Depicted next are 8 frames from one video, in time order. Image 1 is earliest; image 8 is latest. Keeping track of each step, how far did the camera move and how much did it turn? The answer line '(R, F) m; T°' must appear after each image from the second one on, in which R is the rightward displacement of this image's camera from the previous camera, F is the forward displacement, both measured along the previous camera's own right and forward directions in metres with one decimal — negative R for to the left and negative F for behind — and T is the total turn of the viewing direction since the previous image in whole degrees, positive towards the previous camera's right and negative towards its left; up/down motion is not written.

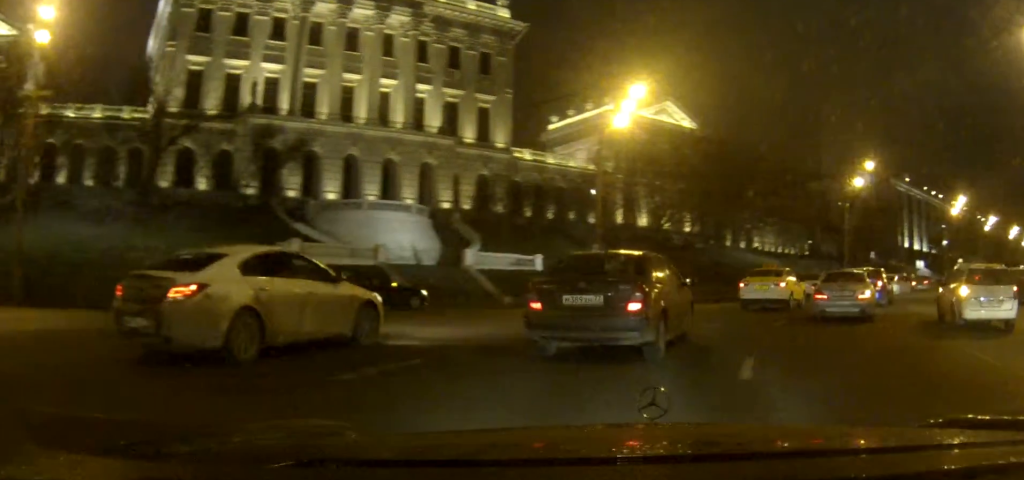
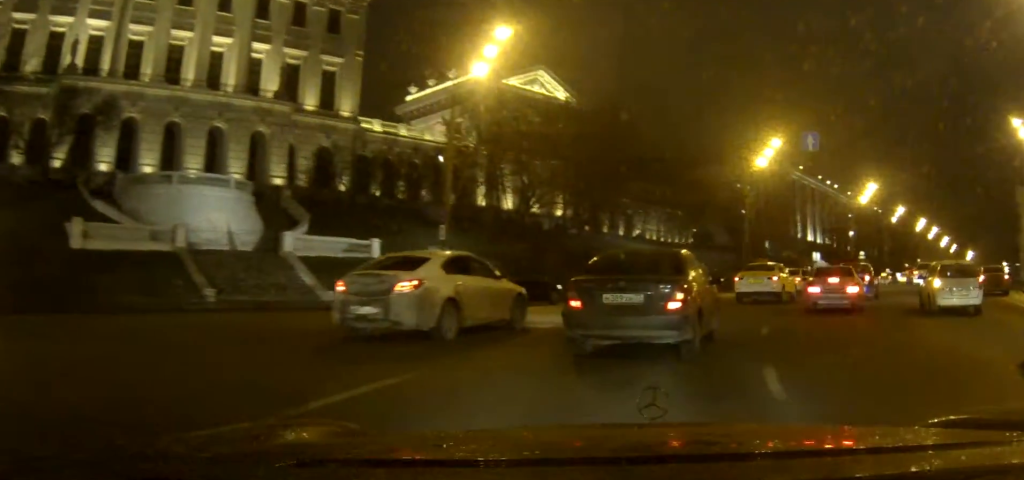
(+1.1, +9.4) m; +11°
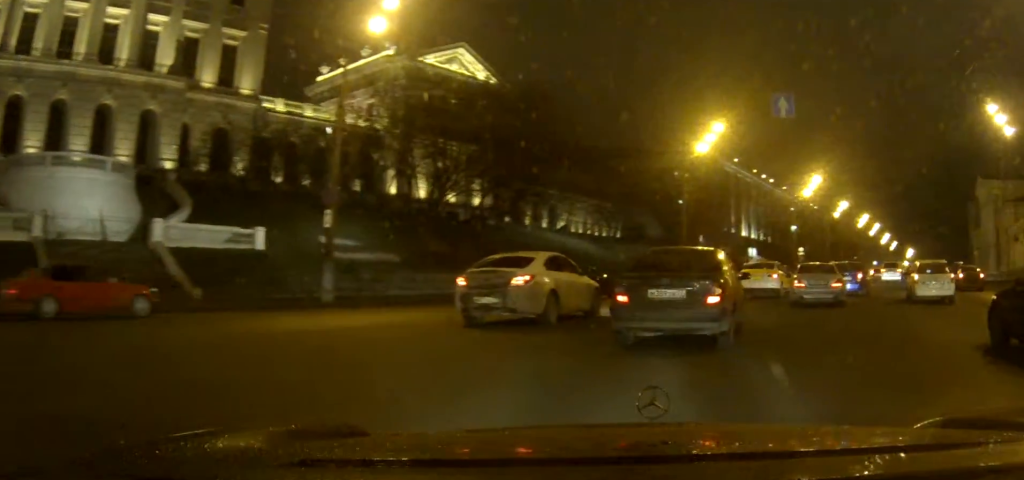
(+0.3, +5.9) m; +6°
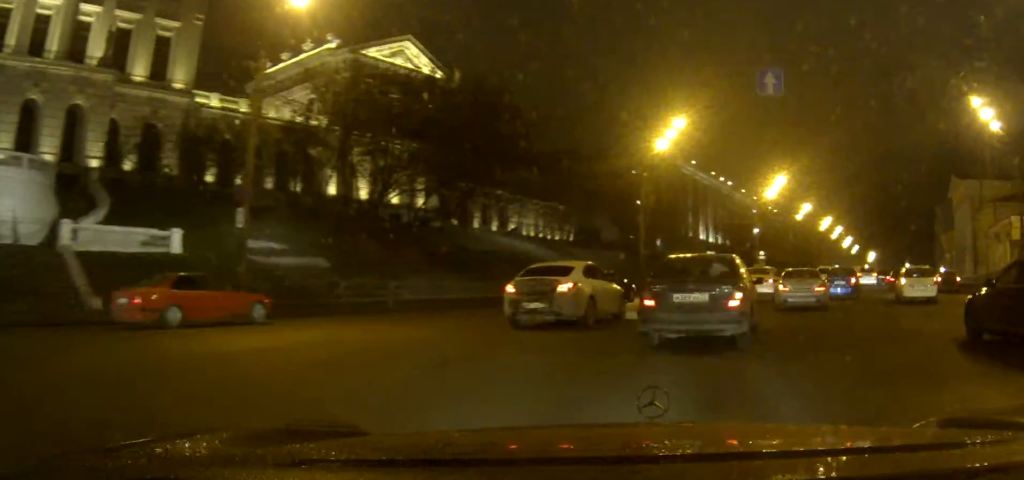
(+0.1, +3.7) m; +4°
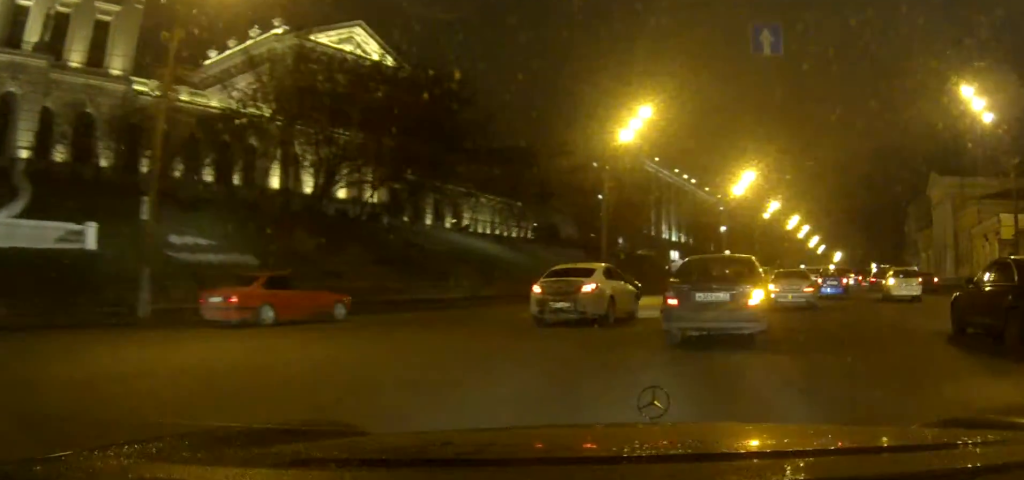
(+0.1, +3.5) m; +3°
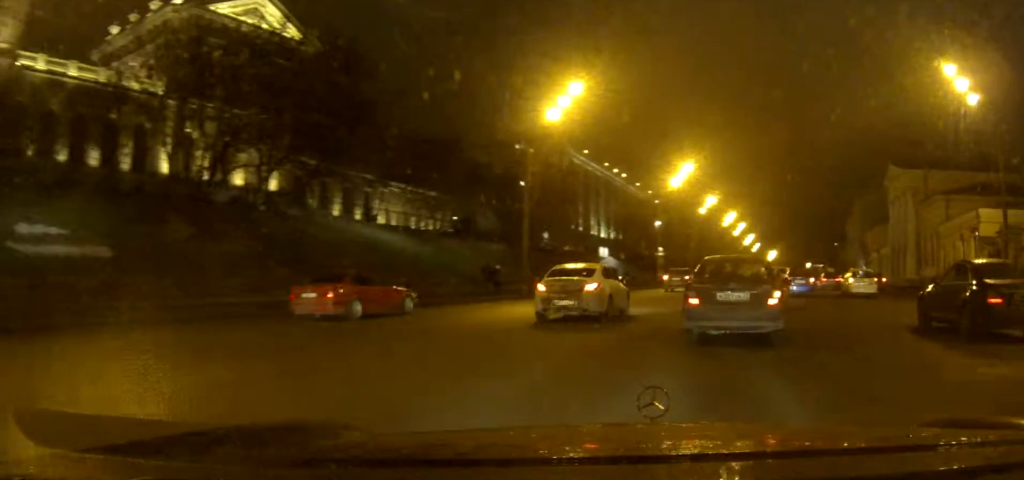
(+0.2, +5.9) m; +5°
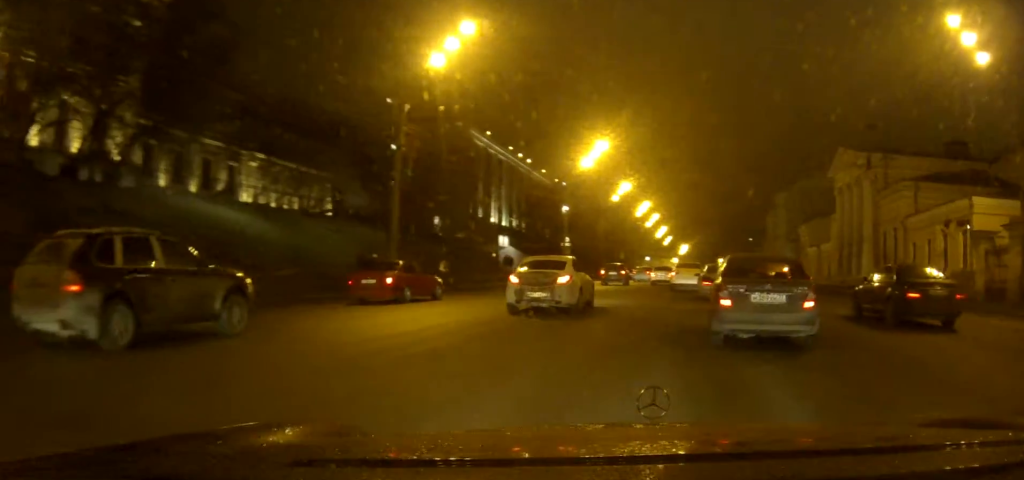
(+0.6, +9.9) m; +6°
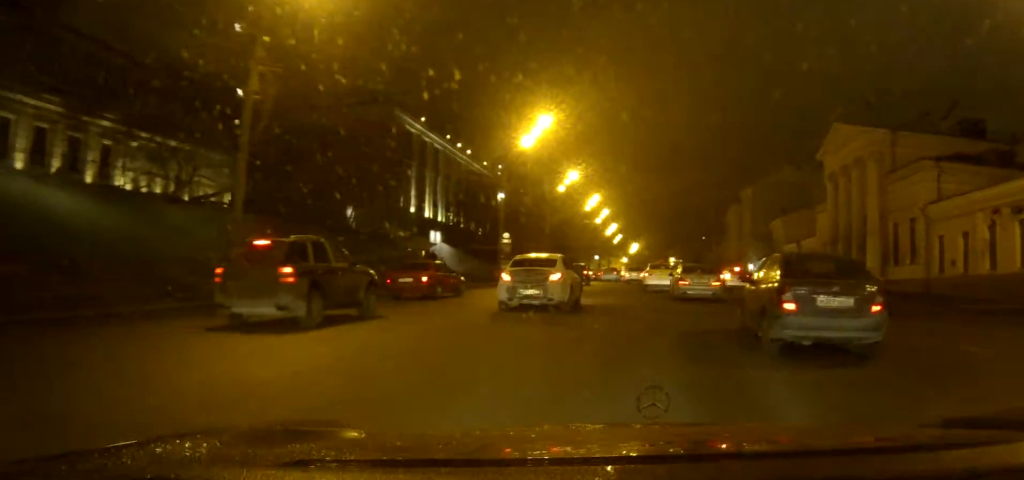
(+0.5, +11.0) m; +4°
